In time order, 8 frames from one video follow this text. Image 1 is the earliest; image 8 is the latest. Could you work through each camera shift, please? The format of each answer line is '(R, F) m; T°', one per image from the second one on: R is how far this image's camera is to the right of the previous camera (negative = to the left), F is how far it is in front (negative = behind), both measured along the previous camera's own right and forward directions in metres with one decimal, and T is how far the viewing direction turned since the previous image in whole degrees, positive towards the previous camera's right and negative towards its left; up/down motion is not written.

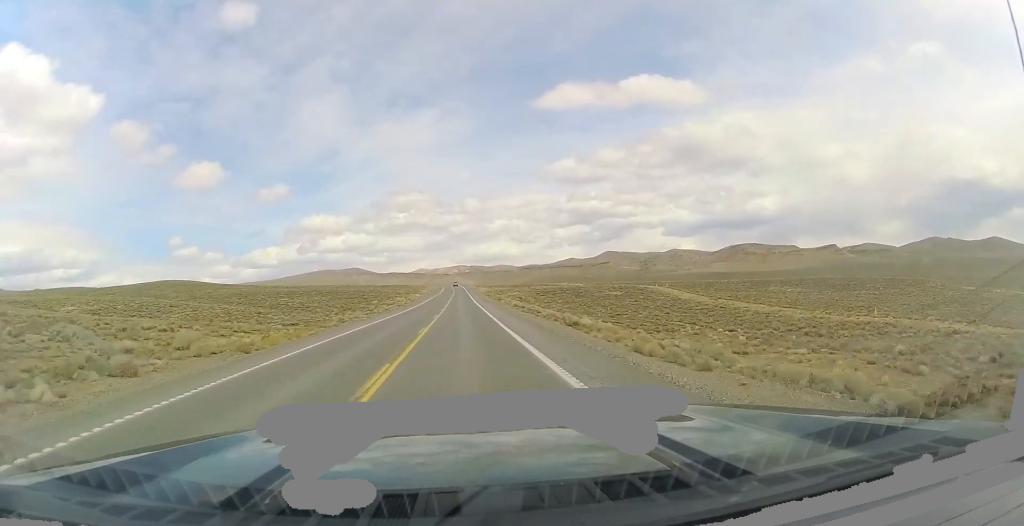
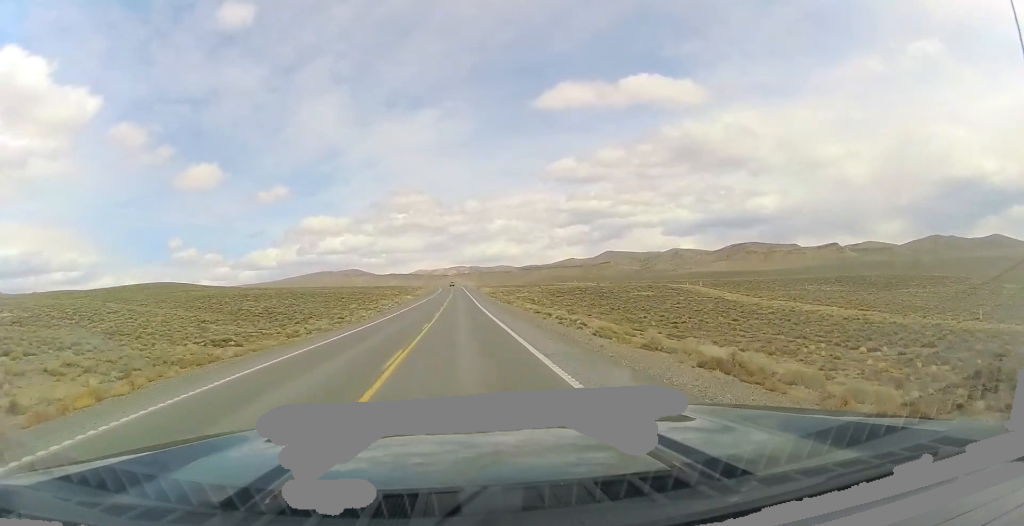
(+0.2, +21.8) m; 0°
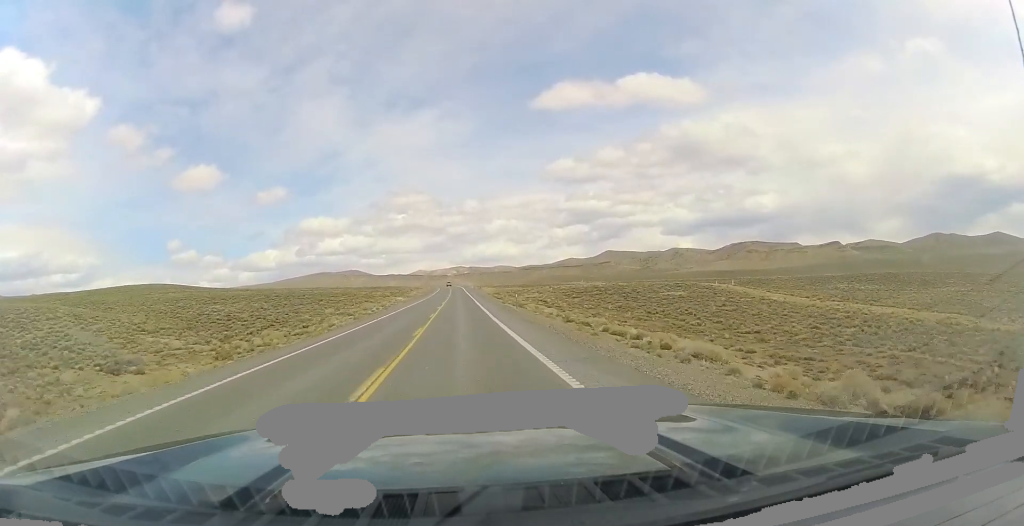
(-0.3, +15.8) m; 0°
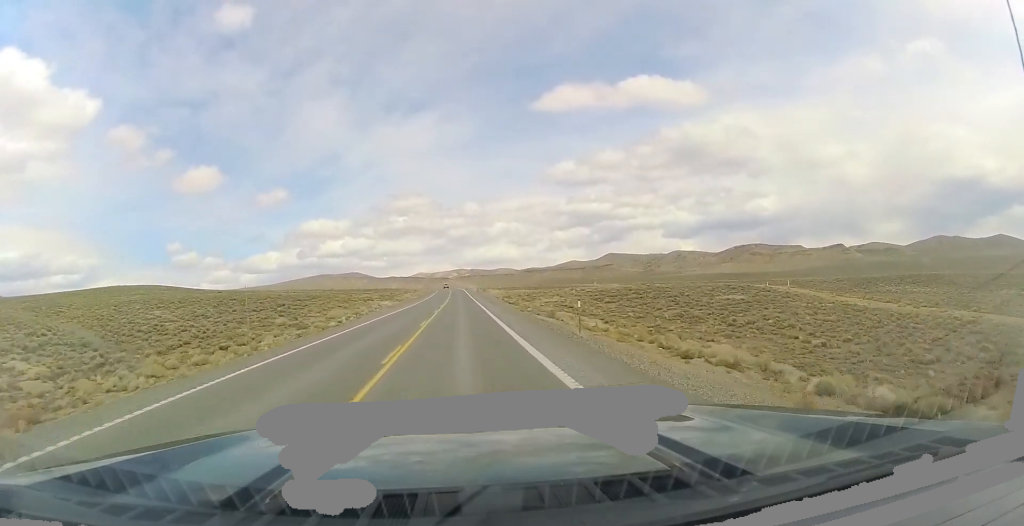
(0.0, +20.2) m; 0°
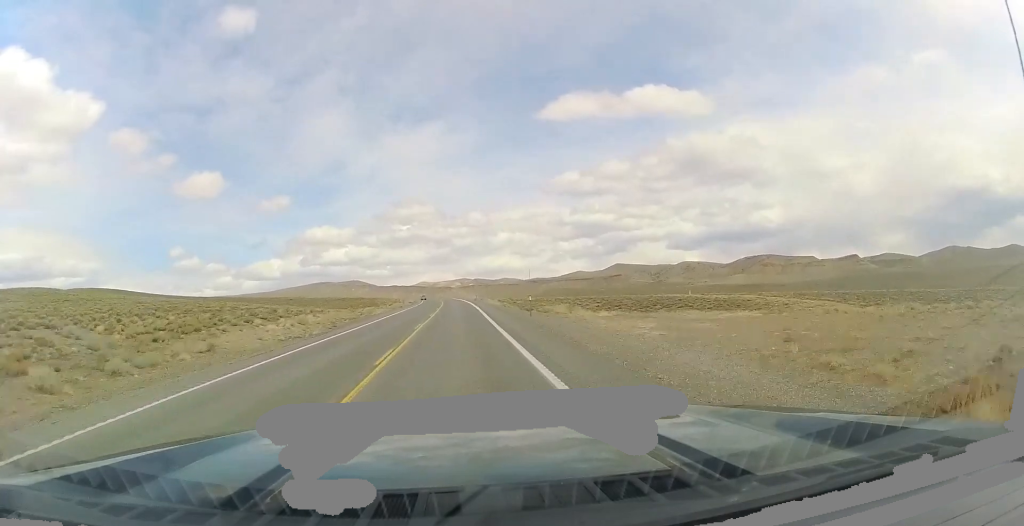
(+0.4, +85.3) m; 0°
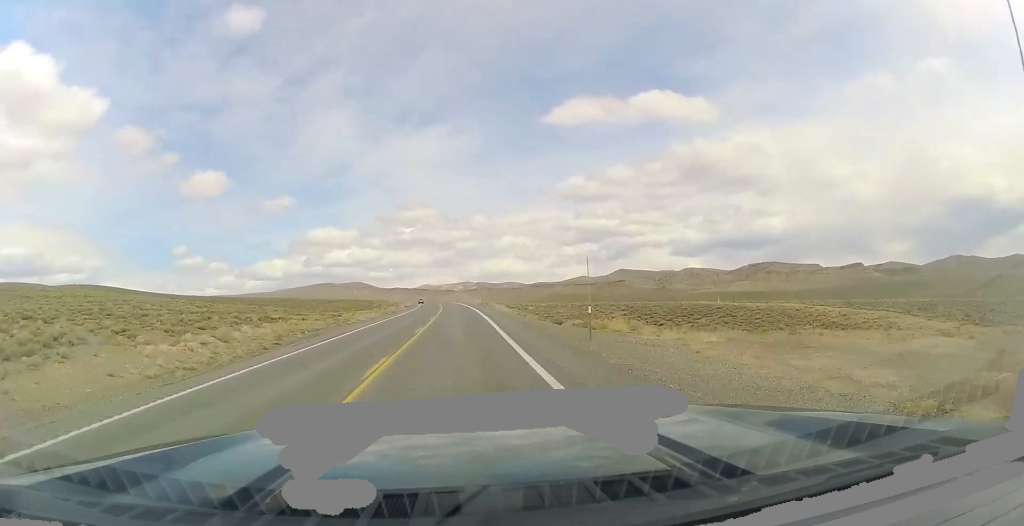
(0.0, +13.6) m; 0°
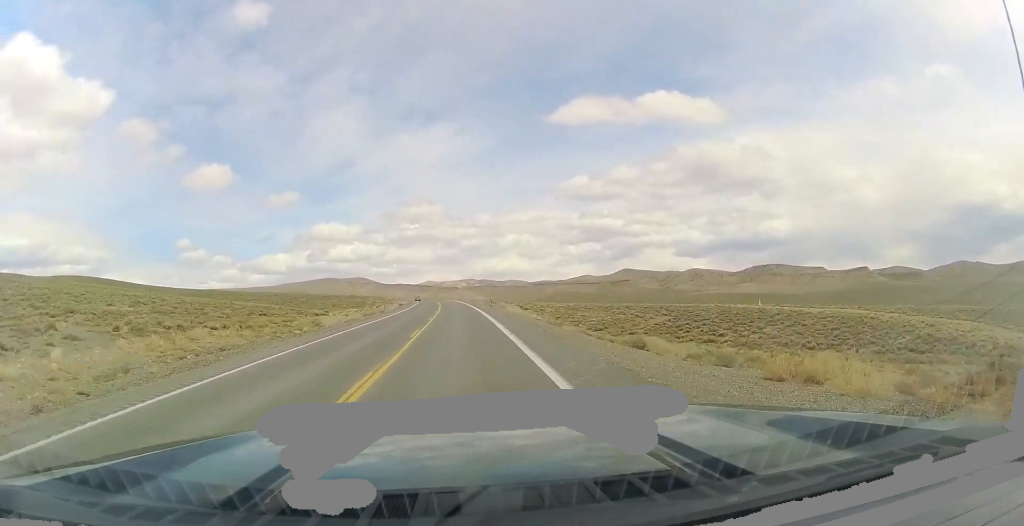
(-0.2, +15.8) m; 0°
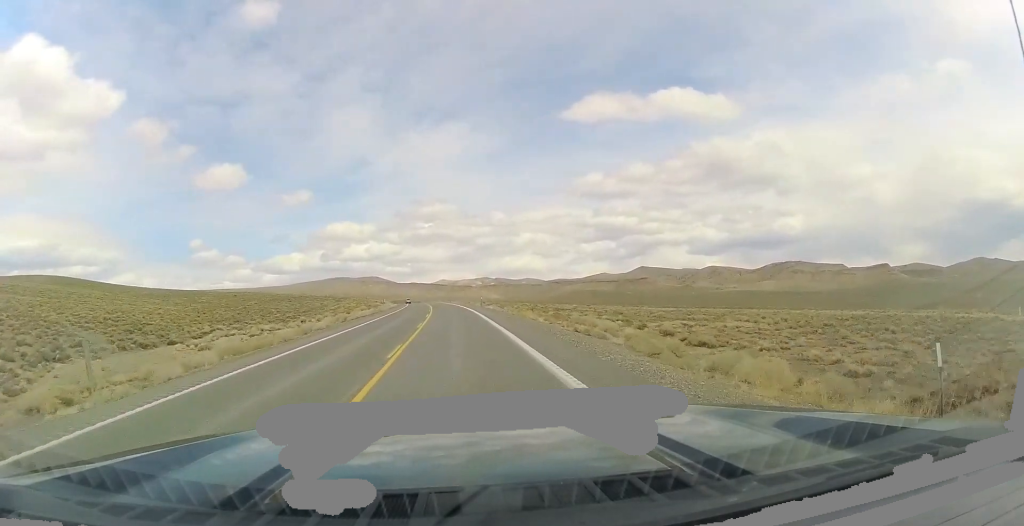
(-0.7, +56.6) m; -2°
